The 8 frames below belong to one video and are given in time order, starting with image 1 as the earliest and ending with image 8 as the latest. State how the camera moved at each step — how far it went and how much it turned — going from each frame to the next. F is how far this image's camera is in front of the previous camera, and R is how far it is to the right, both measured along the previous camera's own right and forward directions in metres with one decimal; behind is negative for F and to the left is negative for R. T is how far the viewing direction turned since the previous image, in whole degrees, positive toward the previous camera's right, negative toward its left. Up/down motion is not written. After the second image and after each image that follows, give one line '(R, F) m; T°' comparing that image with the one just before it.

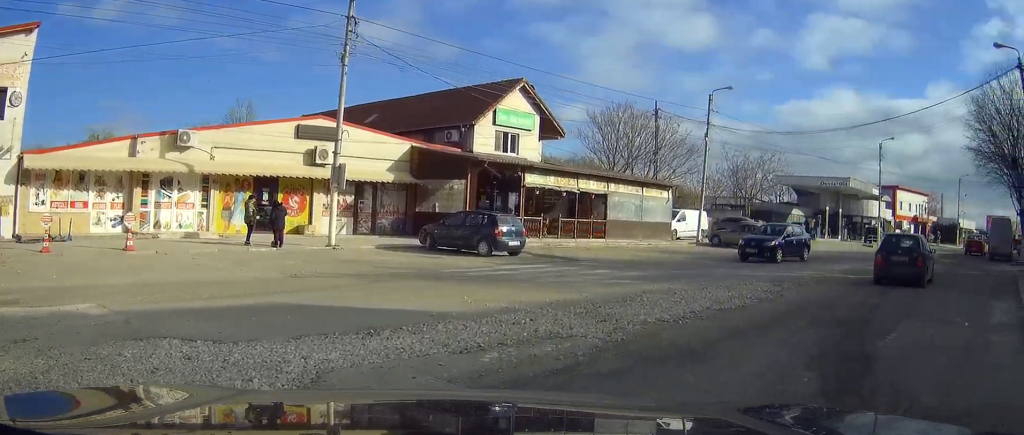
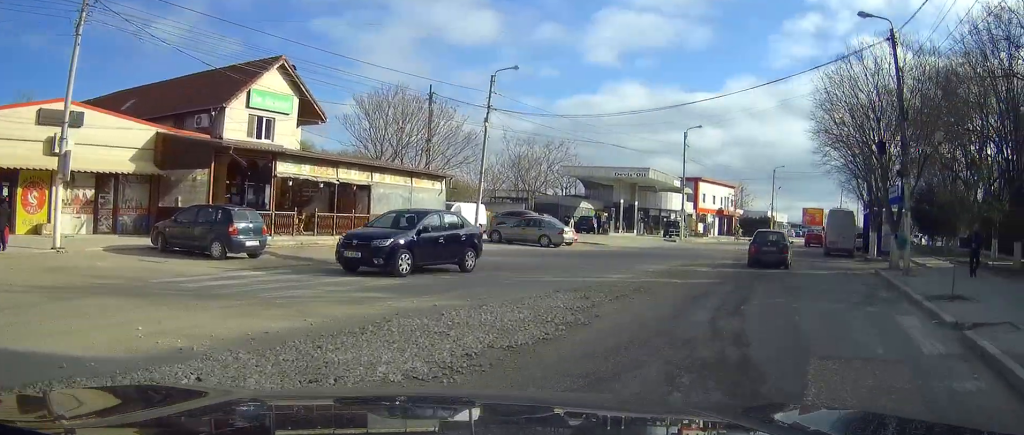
(+0.4, +4.4) m; +9°
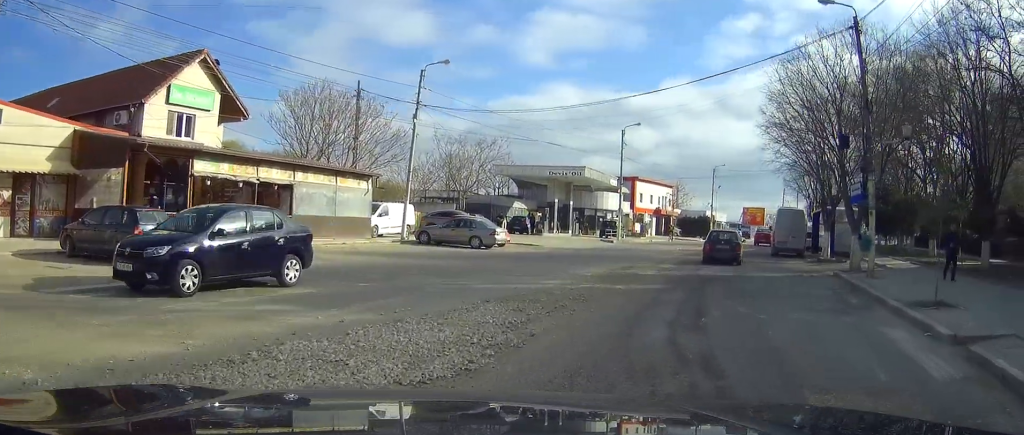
(+0.1, +1.9) m; +1°
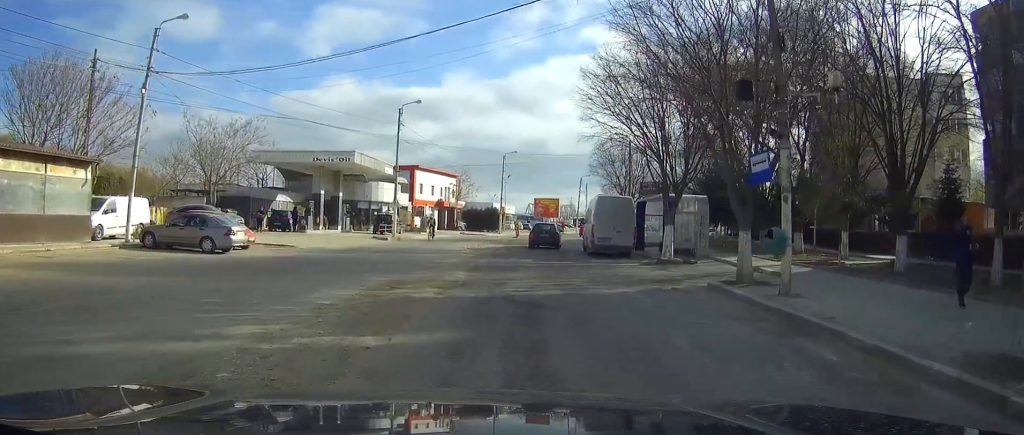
(0.0, +8.2) m; +1°
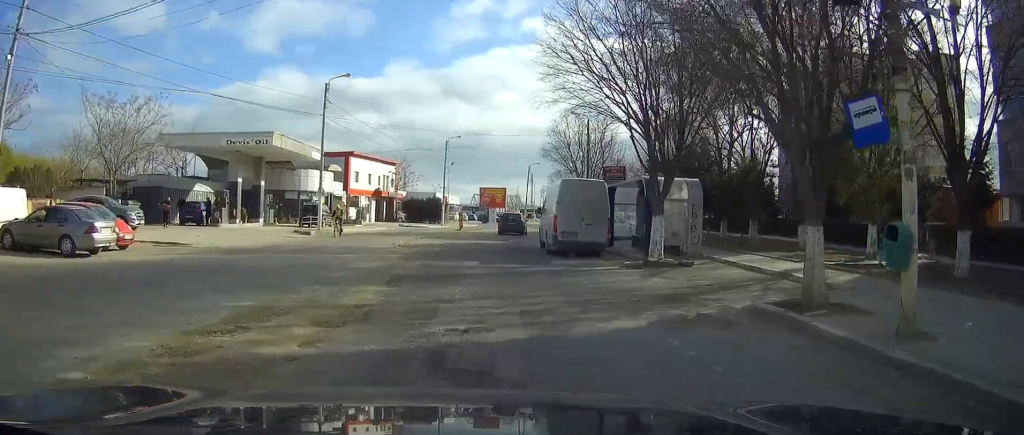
(+0.6, +6.6) m; +10°
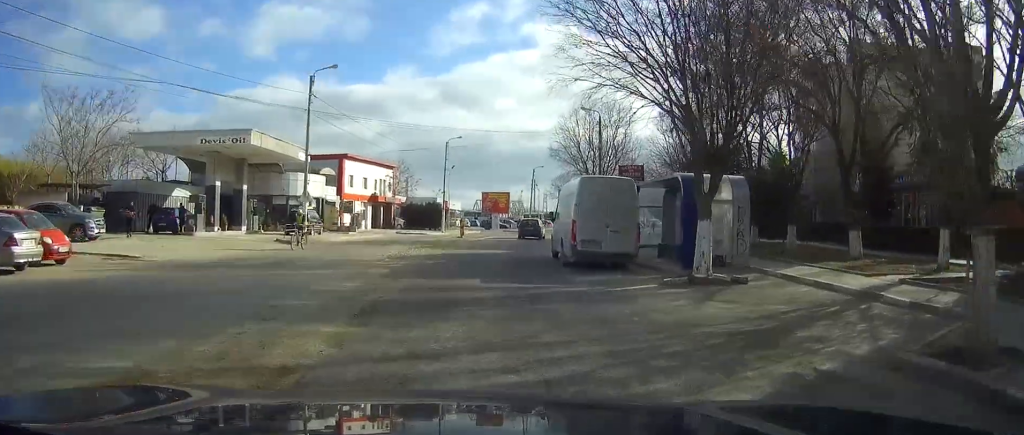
(+0.3, +4.2) m; +5°
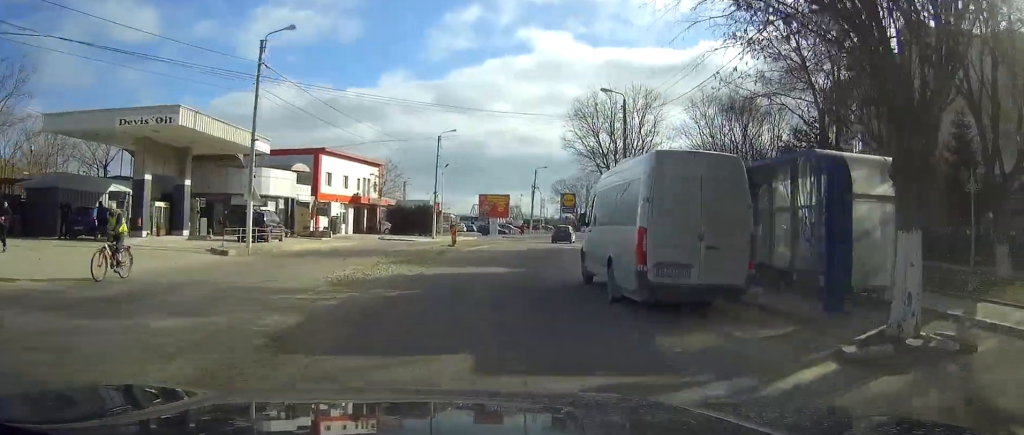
(+0.2, +9.0) m; +1°
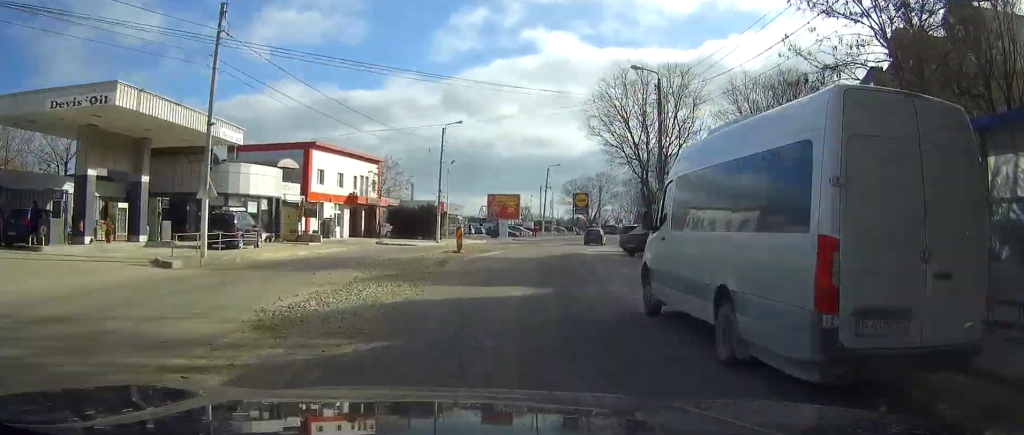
(0.0, +5.9) m; 0°
